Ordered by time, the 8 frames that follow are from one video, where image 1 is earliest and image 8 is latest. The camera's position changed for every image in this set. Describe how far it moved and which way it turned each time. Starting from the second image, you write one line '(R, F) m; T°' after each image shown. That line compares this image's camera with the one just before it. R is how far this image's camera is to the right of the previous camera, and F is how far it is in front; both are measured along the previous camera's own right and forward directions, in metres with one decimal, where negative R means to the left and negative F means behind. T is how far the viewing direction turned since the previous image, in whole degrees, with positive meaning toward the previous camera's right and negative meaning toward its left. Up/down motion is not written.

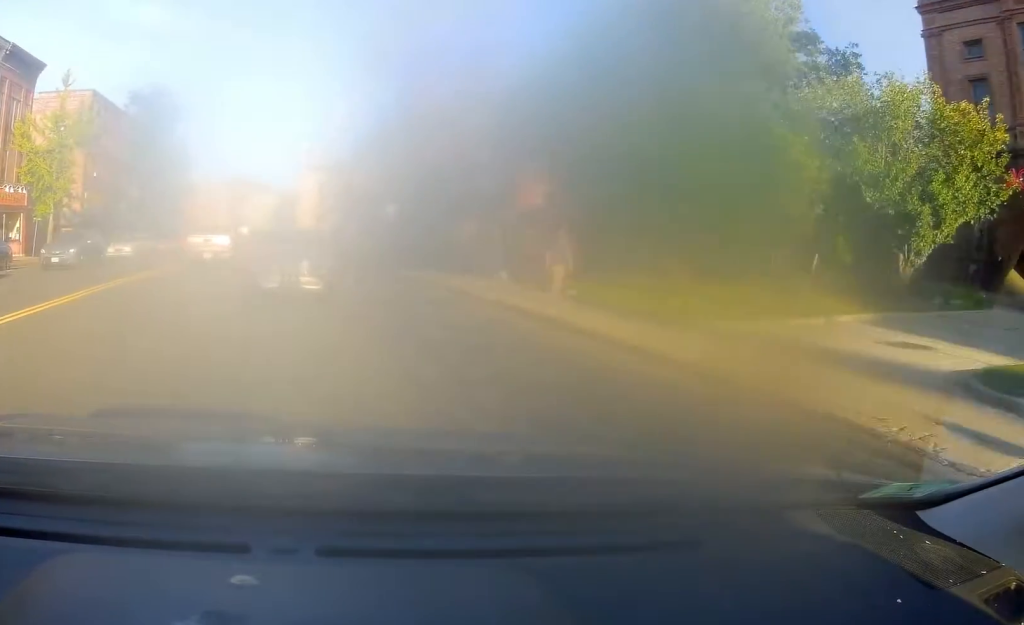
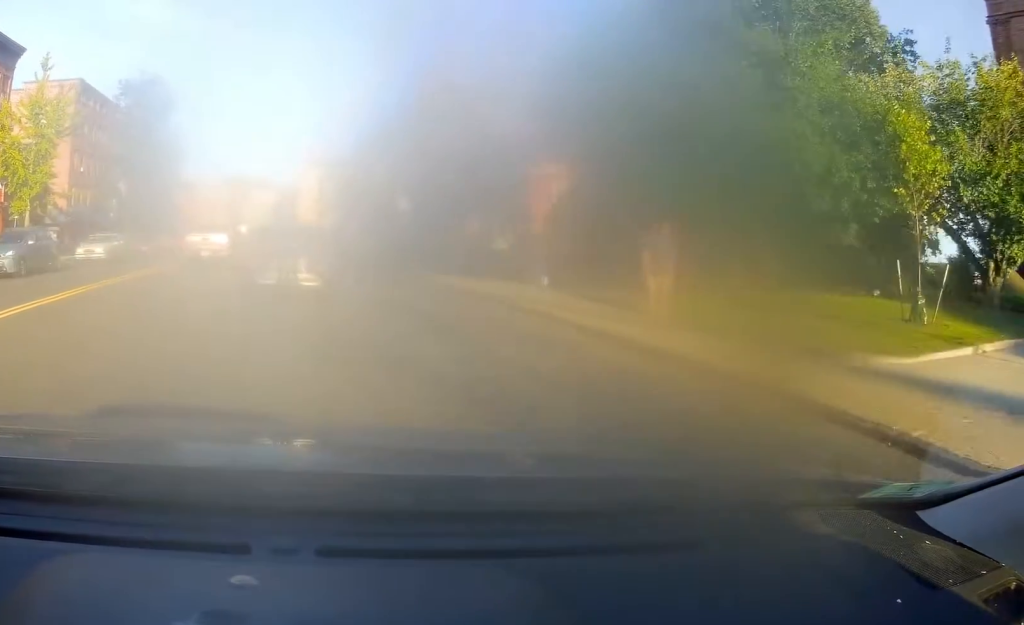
(+0.1, +4.0) m; -2°
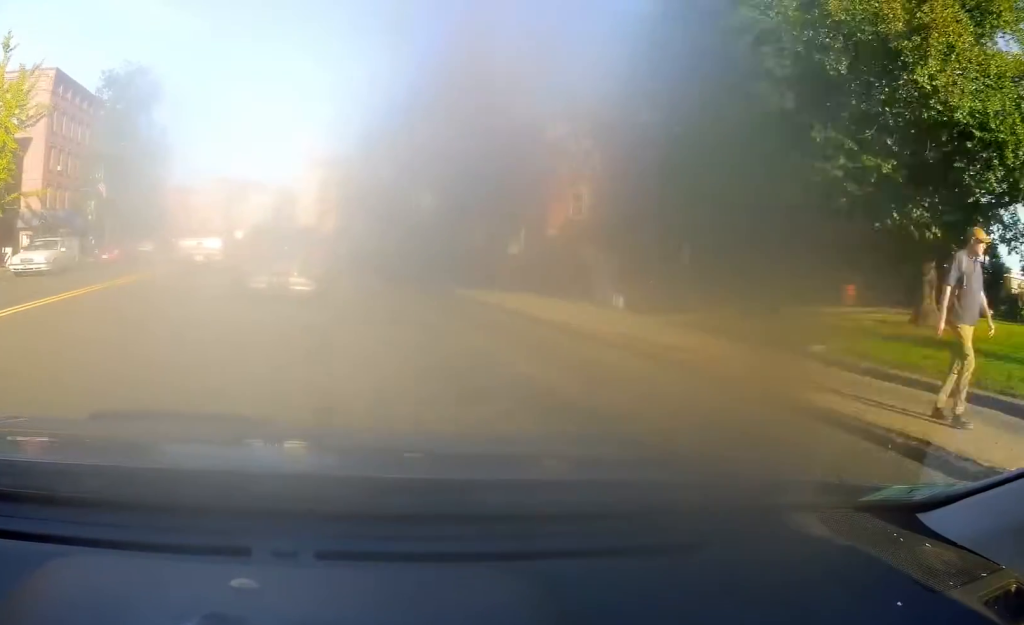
(-0.3, +5.7) m; 0°
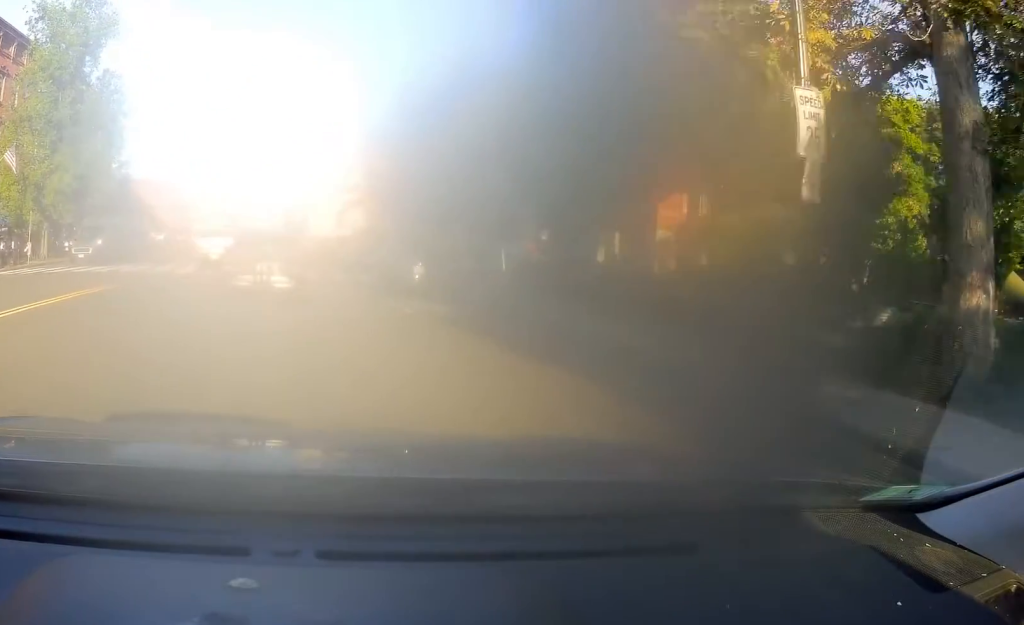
(-0.2, +20.9) m; -1°
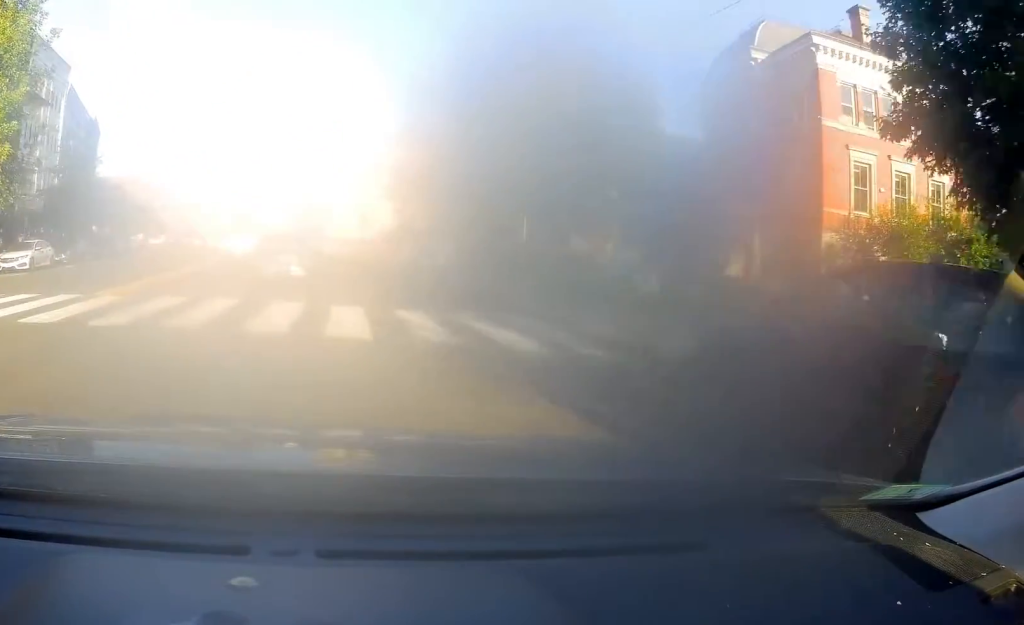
(-0.4, +17.3) m; -4°
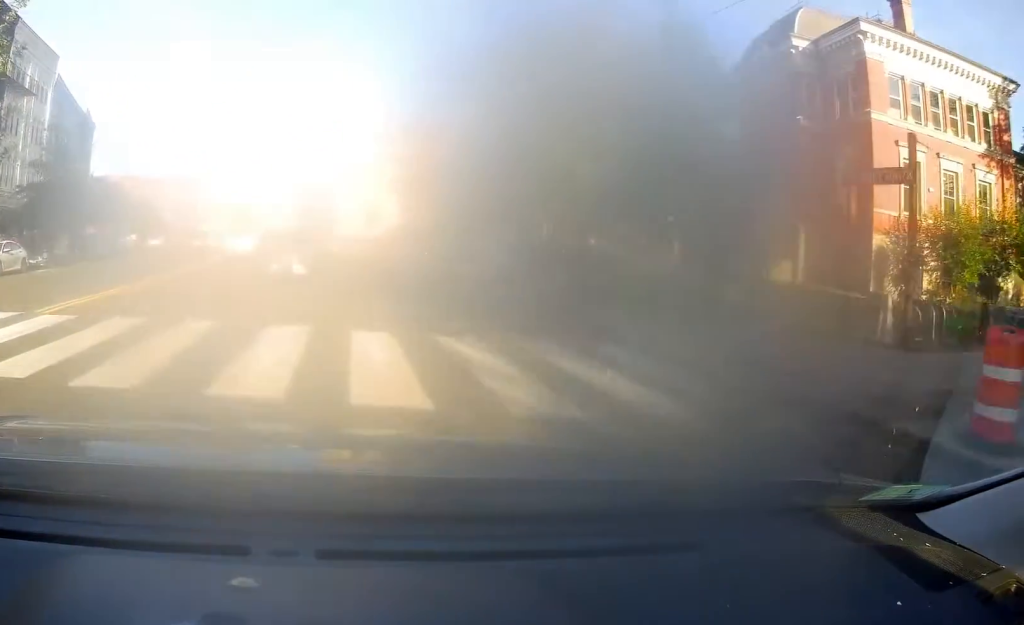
(0.0, +3.6) m; 0°
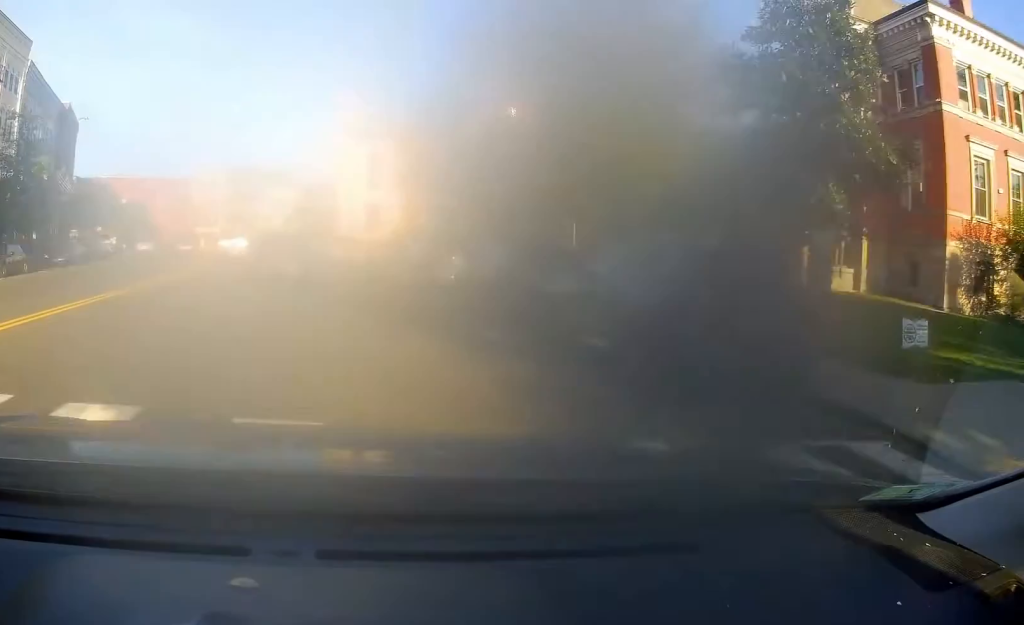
(0.0, +5.7) m; +3°
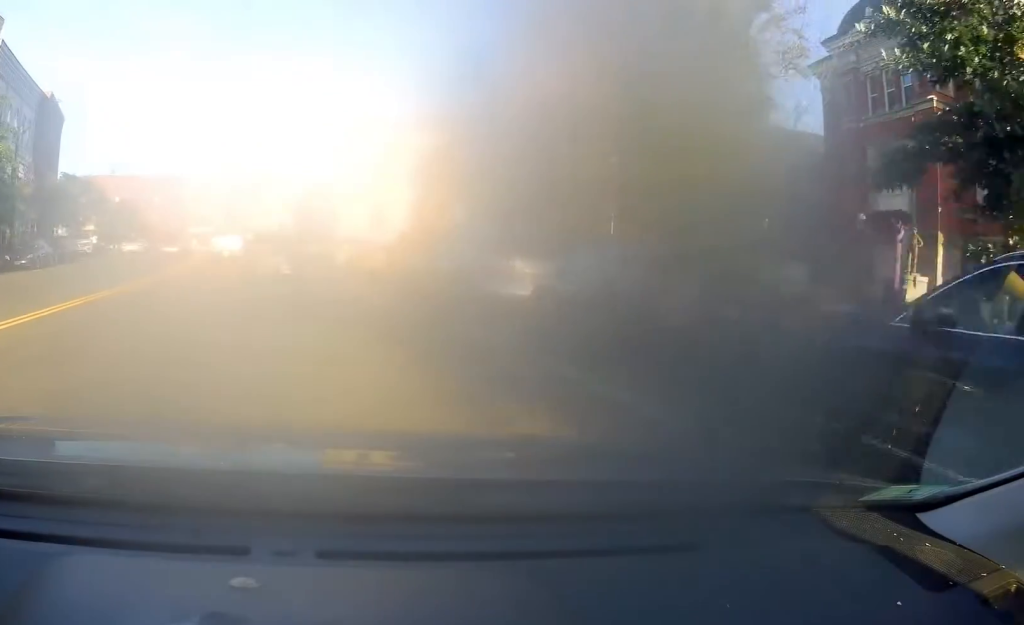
(+0.1, +5.0) m; +2°
